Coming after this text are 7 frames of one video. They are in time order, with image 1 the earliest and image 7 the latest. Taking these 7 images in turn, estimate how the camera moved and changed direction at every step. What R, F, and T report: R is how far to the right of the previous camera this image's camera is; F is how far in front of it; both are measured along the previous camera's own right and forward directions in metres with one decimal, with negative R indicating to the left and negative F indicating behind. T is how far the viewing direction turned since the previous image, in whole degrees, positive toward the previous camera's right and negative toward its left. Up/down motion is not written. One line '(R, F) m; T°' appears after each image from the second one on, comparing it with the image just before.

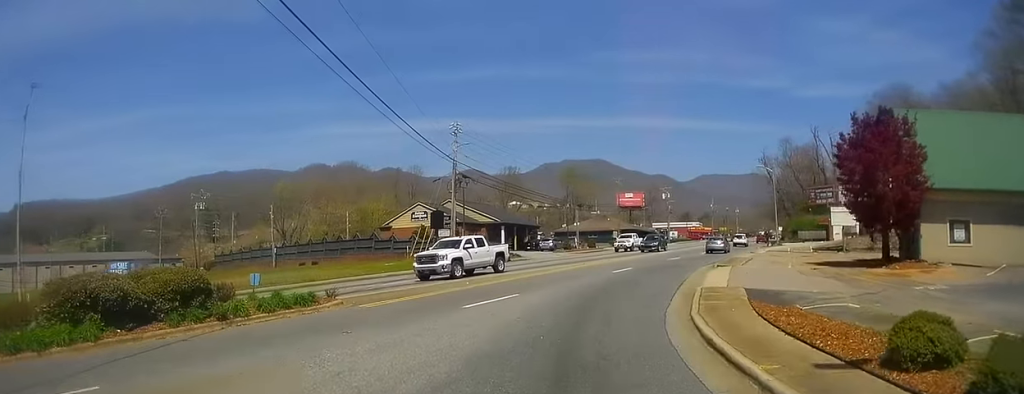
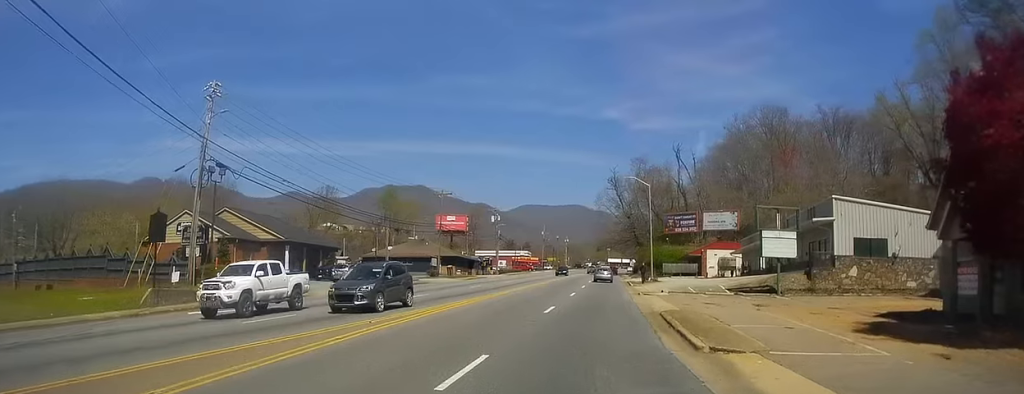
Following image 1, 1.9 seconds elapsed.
(+2.8, +19.6) m; +13°
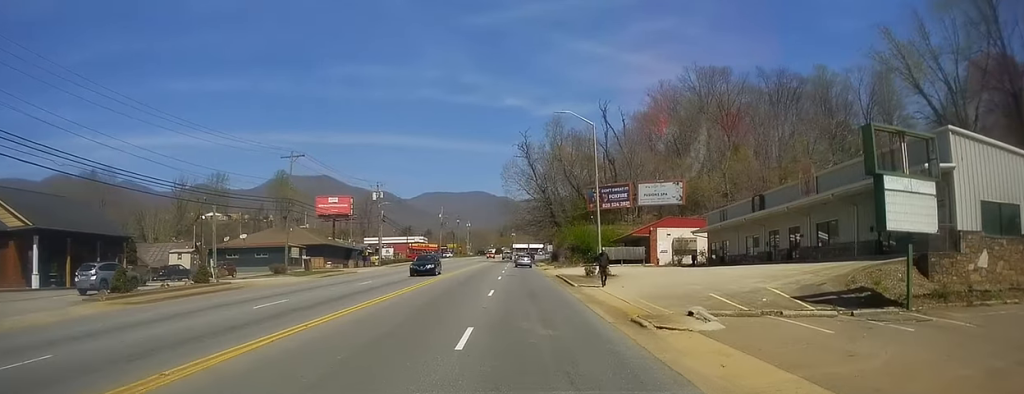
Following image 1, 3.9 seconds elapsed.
(+2.9, +23.2) m; +9°
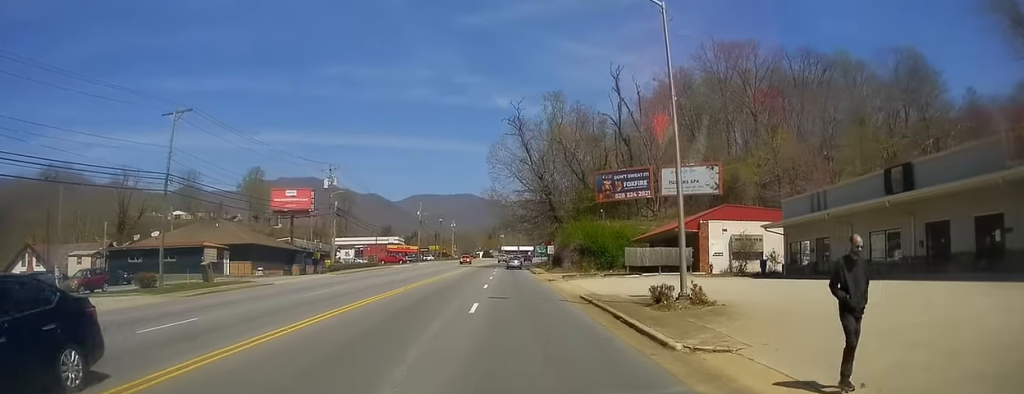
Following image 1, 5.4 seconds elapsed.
(-0.5, +20.1) m; -2°
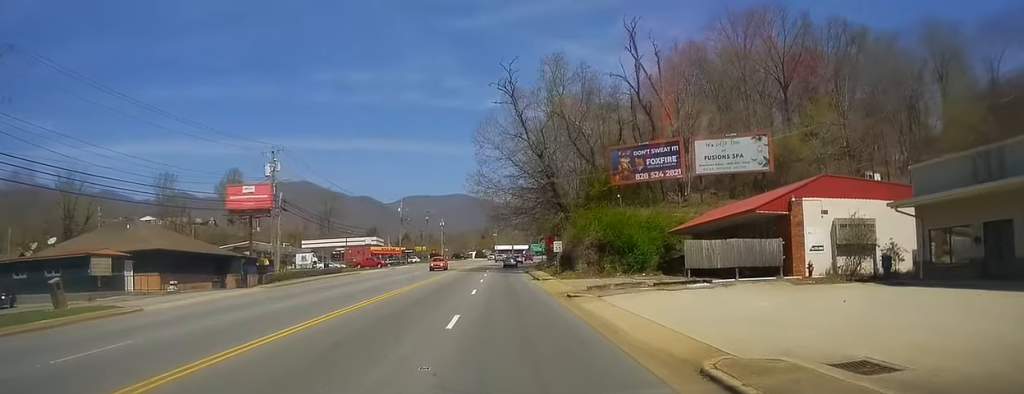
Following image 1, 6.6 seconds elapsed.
(-0.1, +16.3) m; +1°
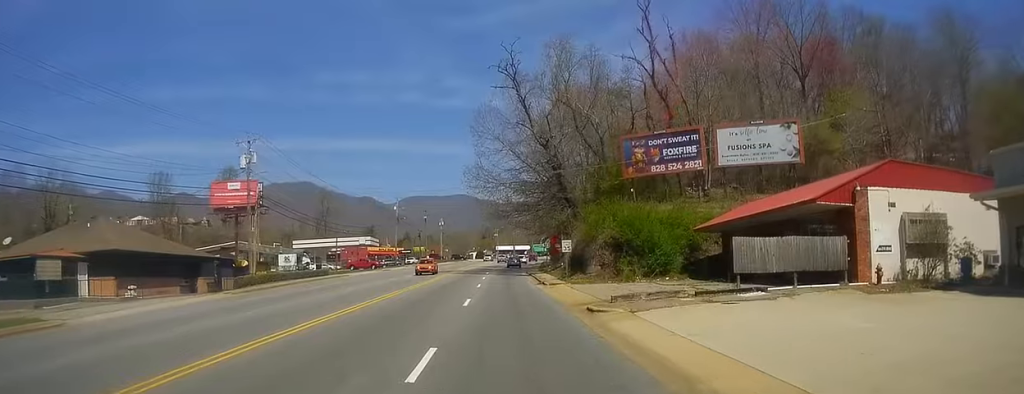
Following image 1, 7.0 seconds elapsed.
(+0.1, +6.0) m; +1°
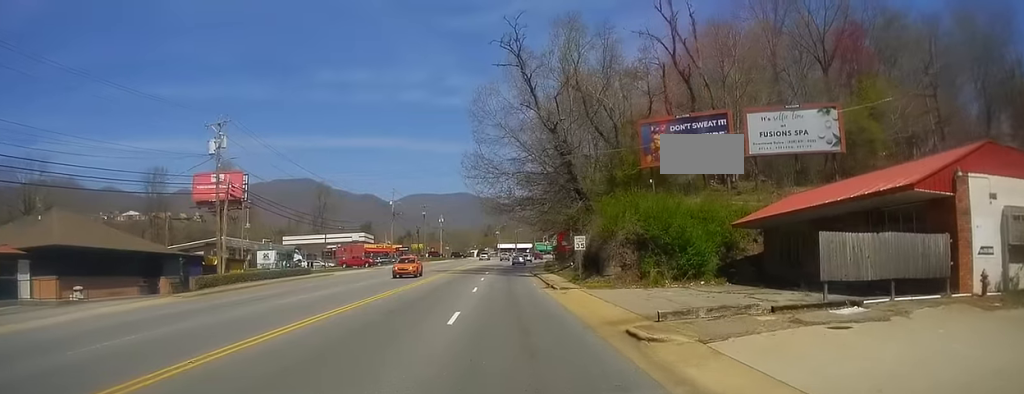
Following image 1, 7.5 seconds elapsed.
(0.0, +6.2) m; +1°
